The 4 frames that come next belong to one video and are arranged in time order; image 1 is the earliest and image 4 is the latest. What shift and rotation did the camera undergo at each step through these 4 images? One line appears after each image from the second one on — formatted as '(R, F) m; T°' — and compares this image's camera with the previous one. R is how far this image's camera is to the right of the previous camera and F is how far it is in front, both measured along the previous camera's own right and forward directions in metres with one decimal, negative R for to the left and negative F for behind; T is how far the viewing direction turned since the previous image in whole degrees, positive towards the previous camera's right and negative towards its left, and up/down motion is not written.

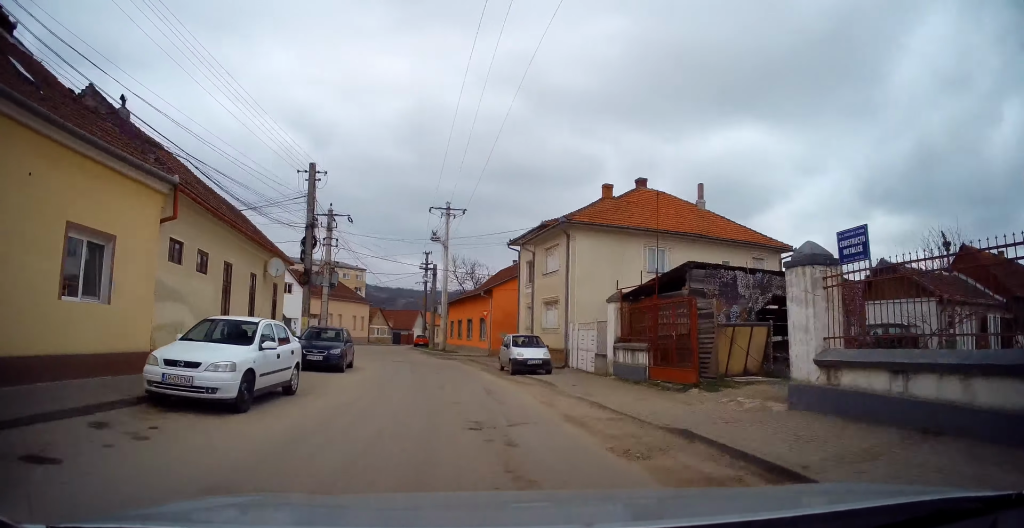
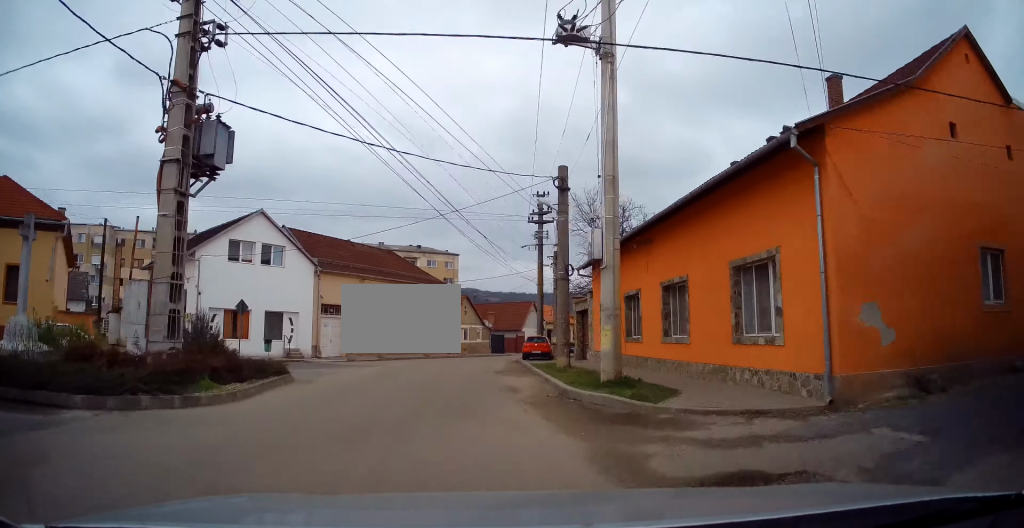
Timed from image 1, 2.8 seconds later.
(-3.0, +29.9) m; -10°
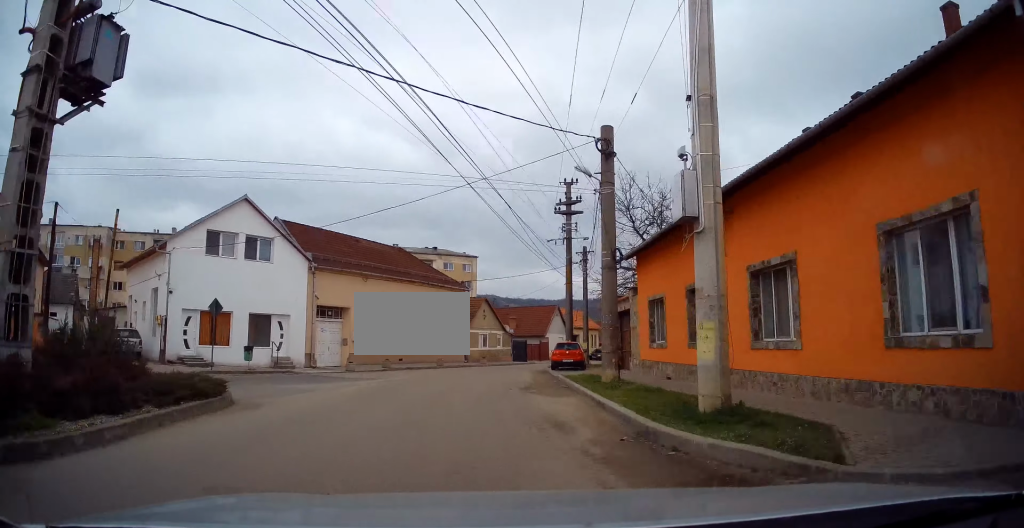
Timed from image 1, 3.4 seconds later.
(+0.1, +5.4) m; -1°
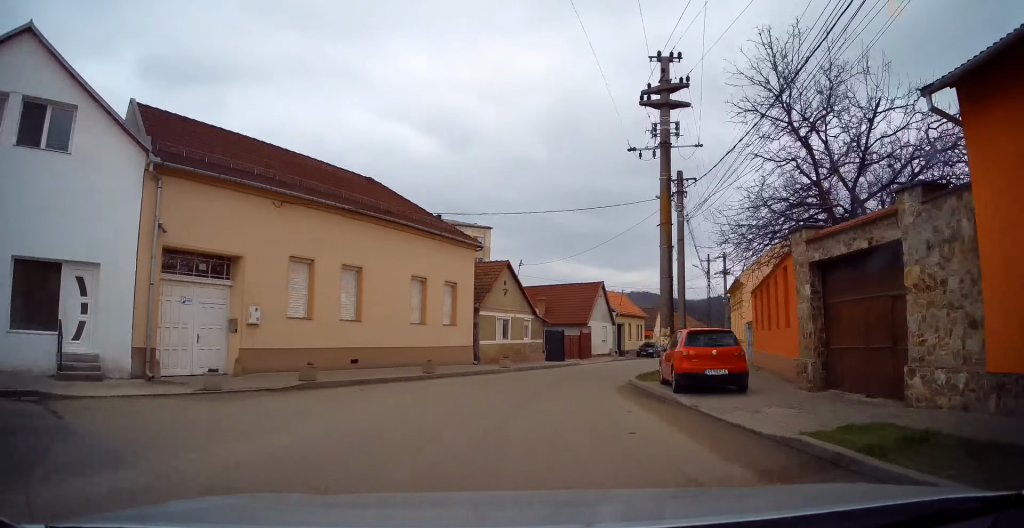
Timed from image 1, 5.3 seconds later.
(-1.5, +16.8) m; -3°
